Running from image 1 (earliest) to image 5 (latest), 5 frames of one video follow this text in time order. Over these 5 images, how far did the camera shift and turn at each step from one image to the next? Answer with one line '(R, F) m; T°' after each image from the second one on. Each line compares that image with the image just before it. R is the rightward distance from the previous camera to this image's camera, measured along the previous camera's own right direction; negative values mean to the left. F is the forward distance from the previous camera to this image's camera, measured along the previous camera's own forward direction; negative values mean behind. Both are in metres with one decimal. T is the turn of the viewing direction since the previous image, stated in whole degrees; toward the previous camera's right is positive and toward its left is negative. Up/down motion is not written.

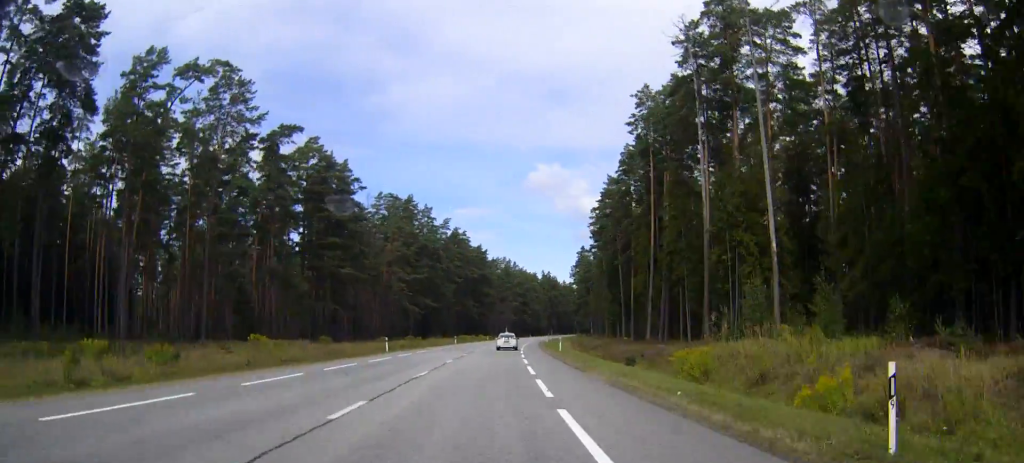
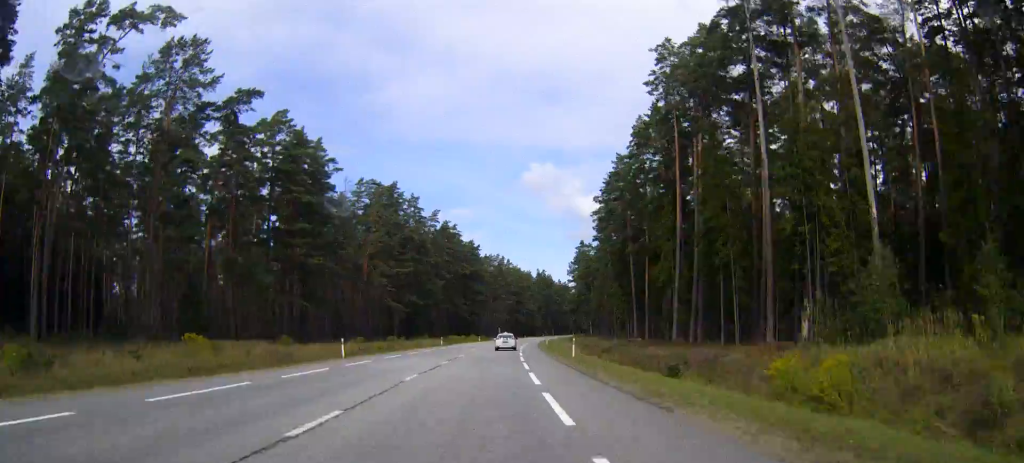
(-0.1, +14.1) m; +1°
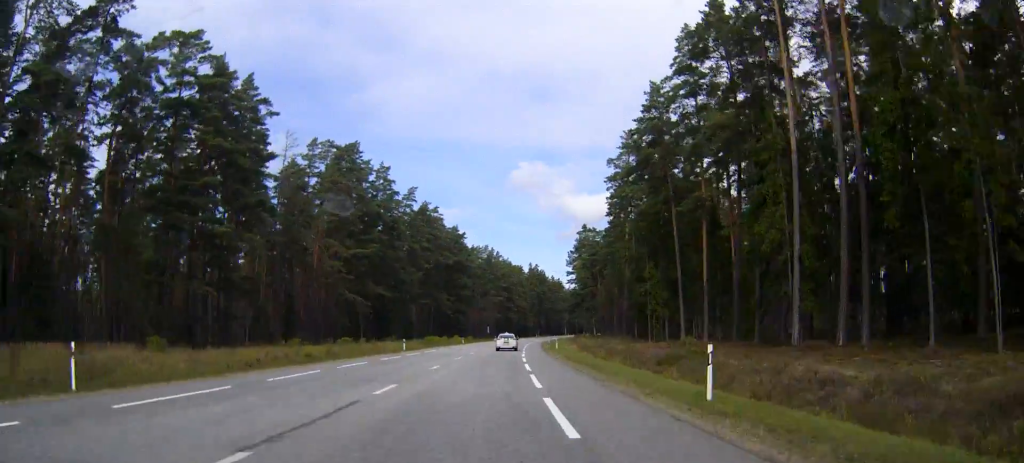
(+0.5, +28.2) m; +1°
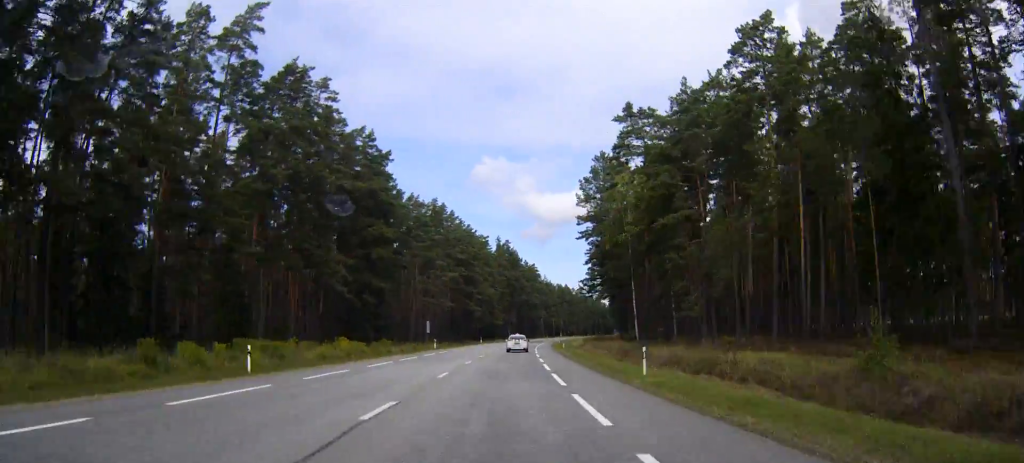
(+1.0, +84.4) m; +1°
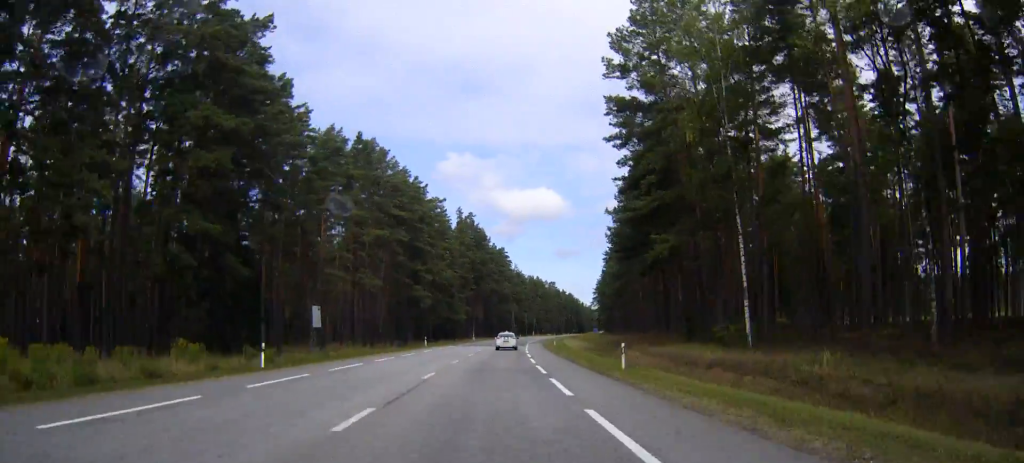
(+1.4, +42.7) m; +3°
